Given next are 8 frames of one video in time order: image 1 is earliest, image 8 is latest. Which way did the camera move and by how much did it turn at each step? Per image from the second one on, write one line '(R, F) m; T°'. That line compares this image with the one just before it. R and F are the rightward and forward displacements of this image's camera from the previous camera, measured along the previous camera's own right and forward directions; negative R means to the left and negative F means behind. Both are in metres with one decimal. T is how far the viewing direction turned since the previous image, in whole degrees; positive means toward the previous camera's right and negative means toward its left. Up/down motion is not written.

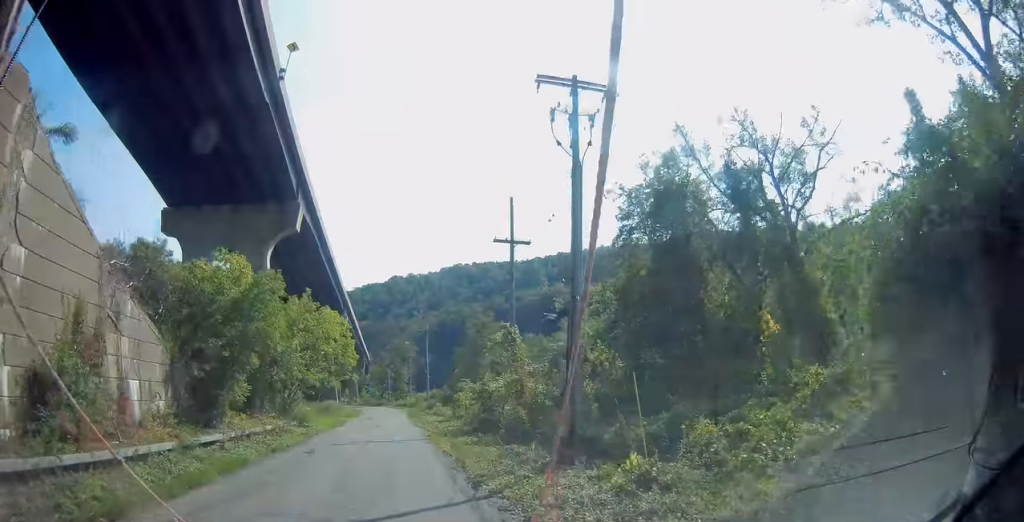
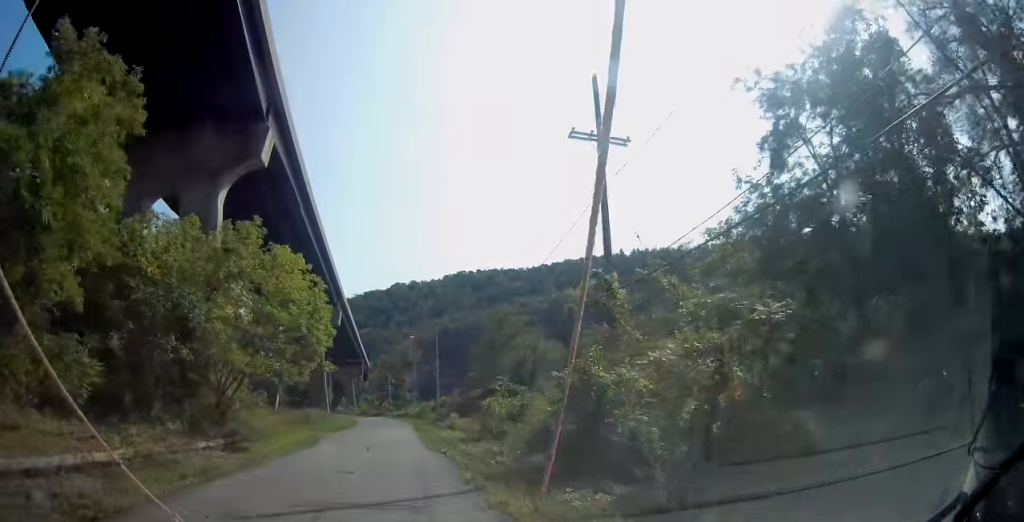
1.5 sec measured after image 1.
(+0.1, +16.7) m; +1°
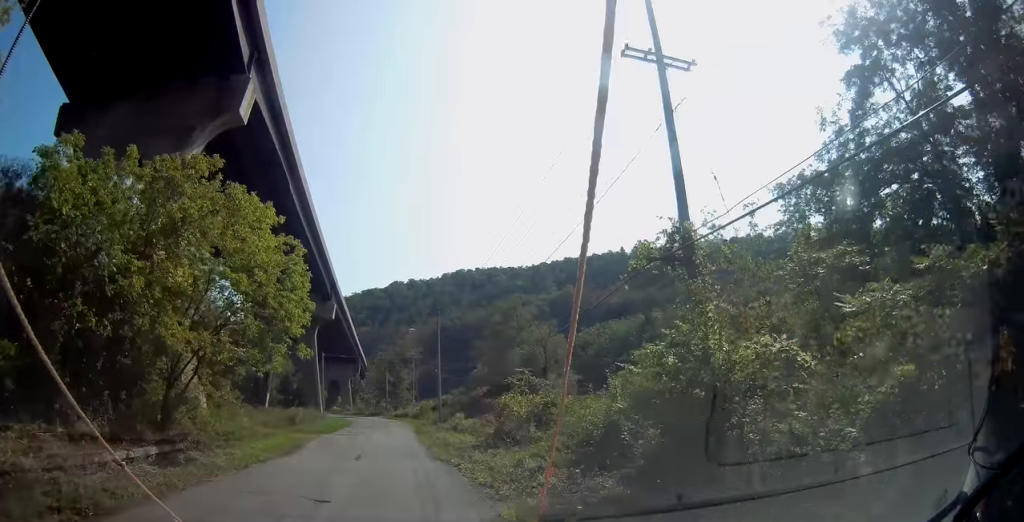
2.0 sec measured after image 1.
(0.0, +6.0) m; -1°
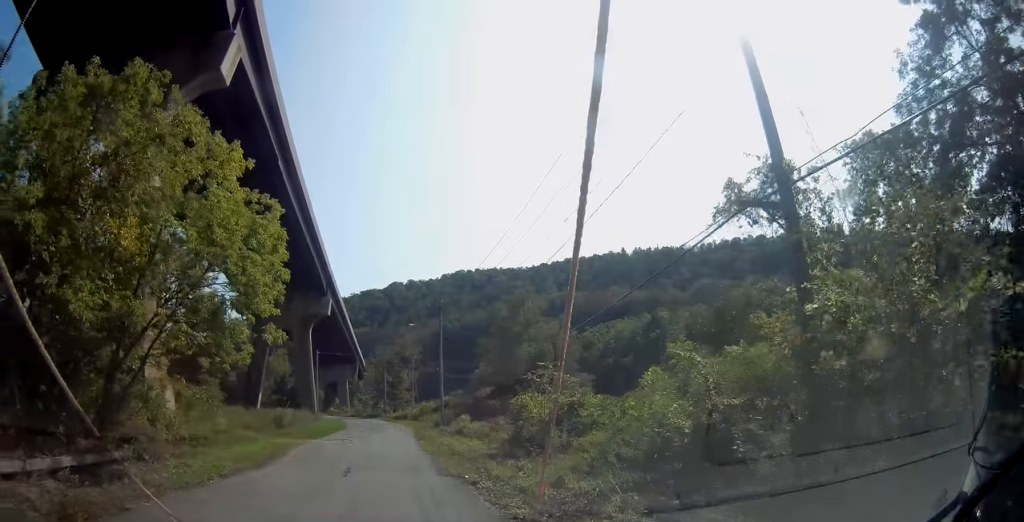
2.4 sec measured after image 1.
(0.0, +4.5) m; 0°
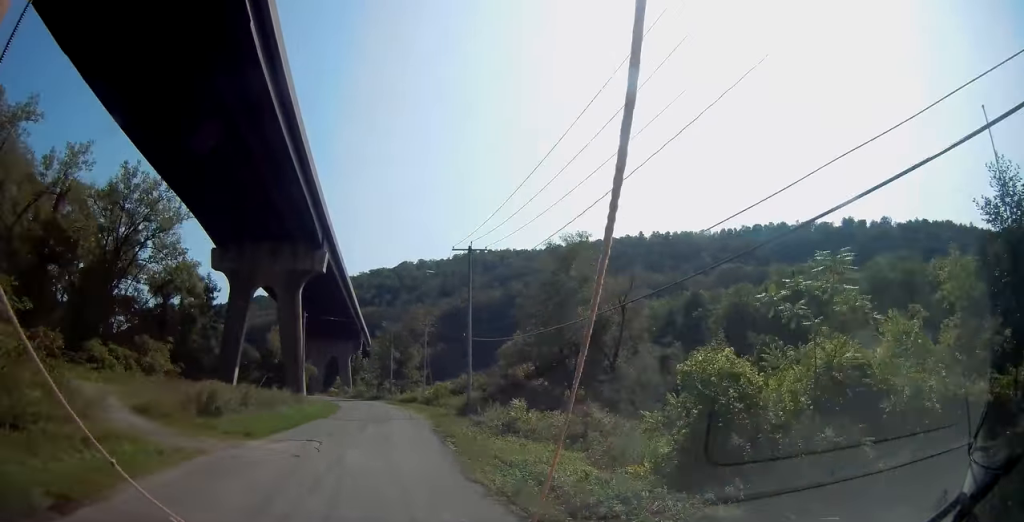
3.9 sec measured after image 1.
(-0.4, +16.3) m; -1°
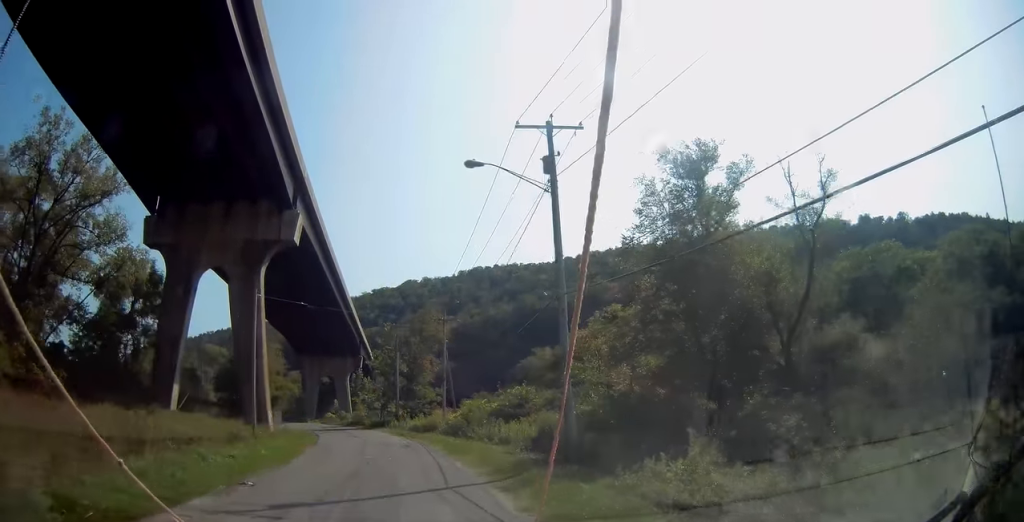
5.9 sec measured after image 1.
(+0.3, +21.8) m; +1°
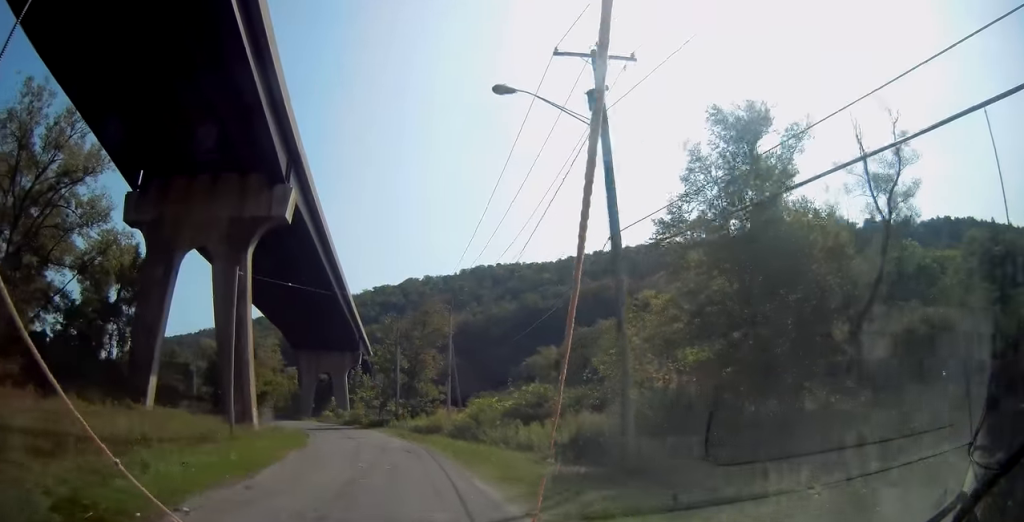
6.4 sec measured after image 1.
(0.0, +4.9) m; 0°
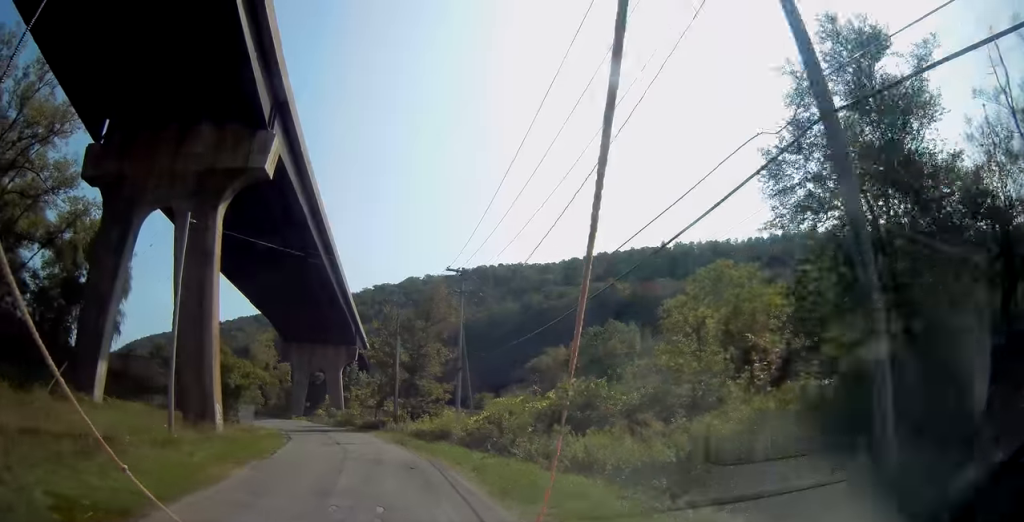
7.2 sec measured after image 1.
(0.0, +8.1) m; -2°
